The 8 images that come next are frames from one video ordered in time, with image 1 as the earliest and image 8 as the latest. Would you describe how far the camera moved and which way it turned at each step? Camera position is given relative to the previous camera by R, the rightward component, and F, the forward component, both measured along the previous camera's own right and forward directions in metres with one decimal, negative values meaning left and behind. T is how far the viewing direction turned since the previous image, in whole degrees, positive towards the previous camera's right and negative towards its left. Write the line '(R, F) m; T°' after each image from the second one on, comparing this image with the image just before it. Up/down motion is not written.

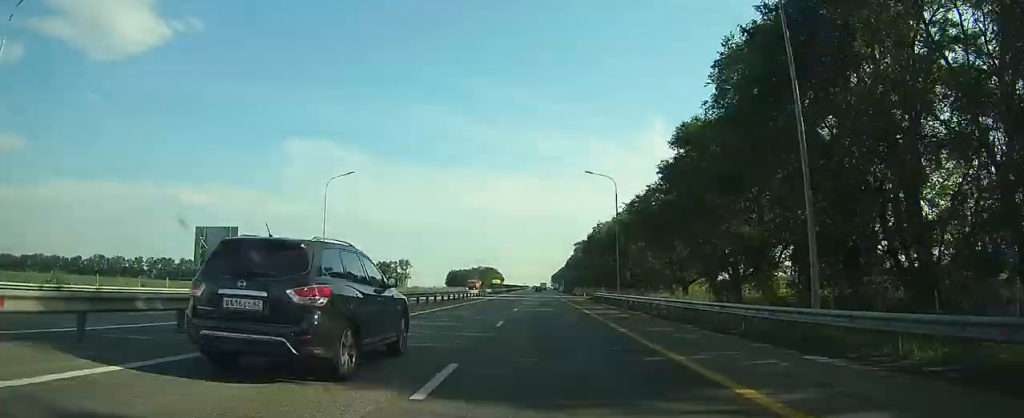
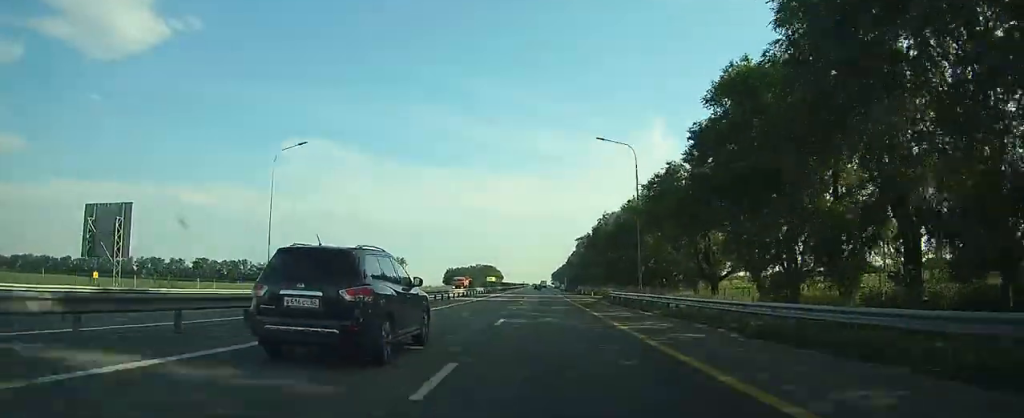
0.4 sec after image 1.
(0.0, +12.2) m; 0°
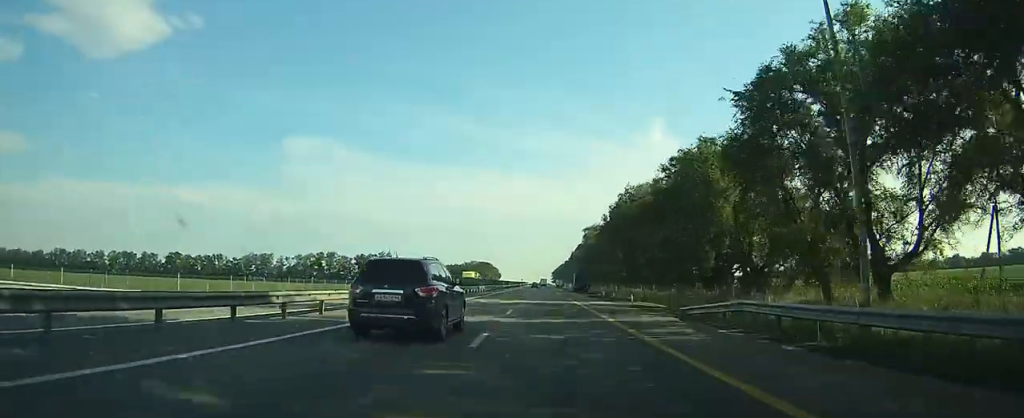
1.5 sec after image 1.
(+0.1, +30.9) m; 0°
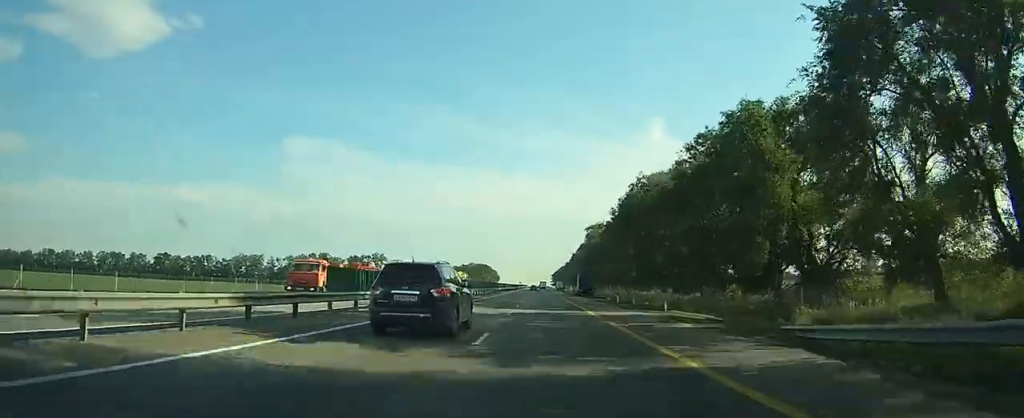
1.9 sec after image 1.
(0.0, +11.2) m; 0°
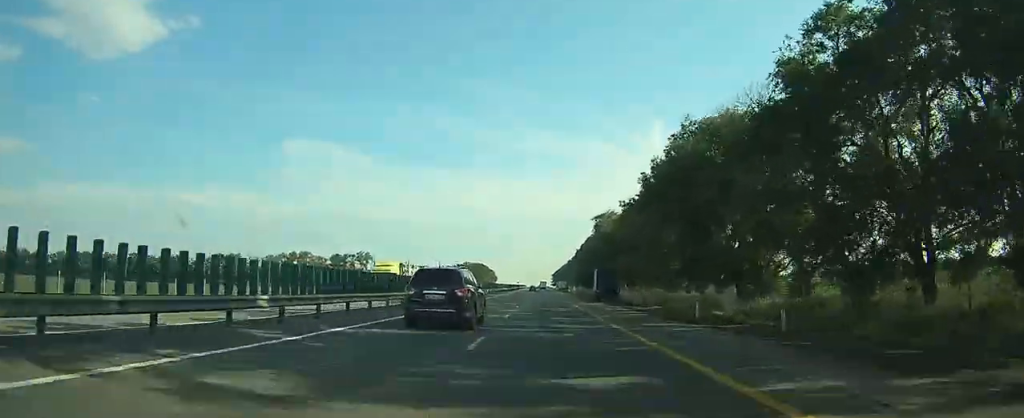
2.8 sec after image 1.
(0.0, +25.1) m; 0°
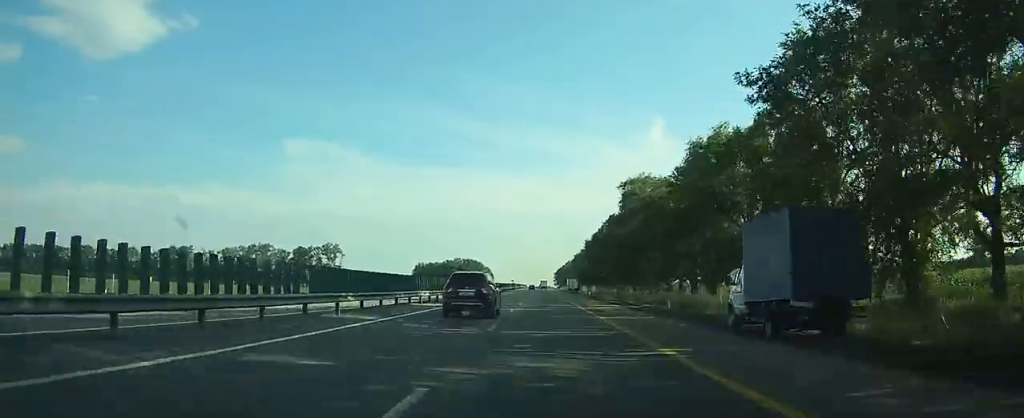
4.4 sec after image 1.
(0.0, +43.7) m; 0°
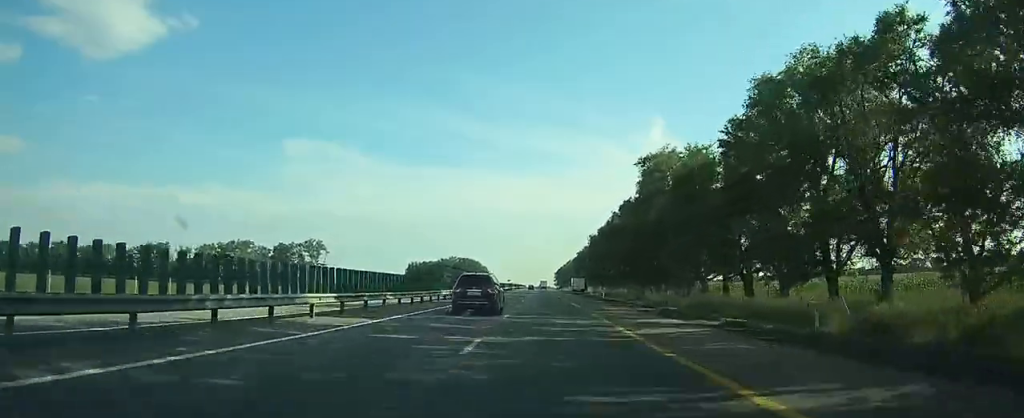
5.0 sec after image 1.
(0.0, +17.6) m; 0°
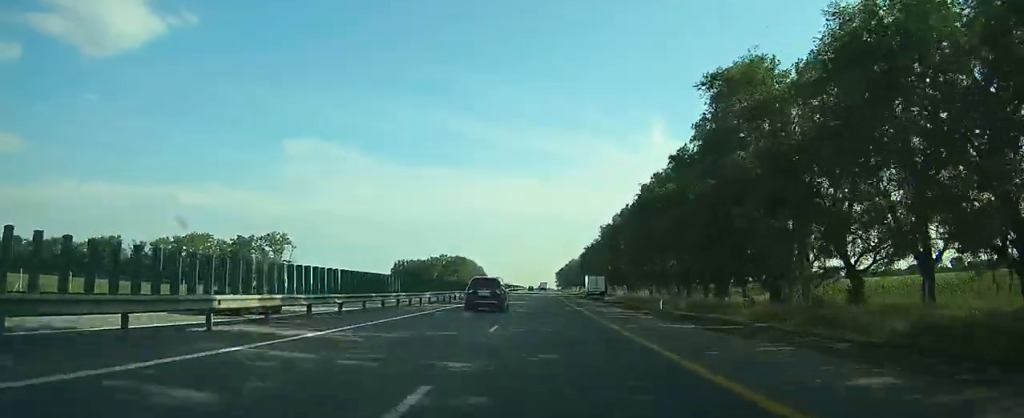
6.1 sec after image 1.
(+0.1, +30.6) m; 0°
